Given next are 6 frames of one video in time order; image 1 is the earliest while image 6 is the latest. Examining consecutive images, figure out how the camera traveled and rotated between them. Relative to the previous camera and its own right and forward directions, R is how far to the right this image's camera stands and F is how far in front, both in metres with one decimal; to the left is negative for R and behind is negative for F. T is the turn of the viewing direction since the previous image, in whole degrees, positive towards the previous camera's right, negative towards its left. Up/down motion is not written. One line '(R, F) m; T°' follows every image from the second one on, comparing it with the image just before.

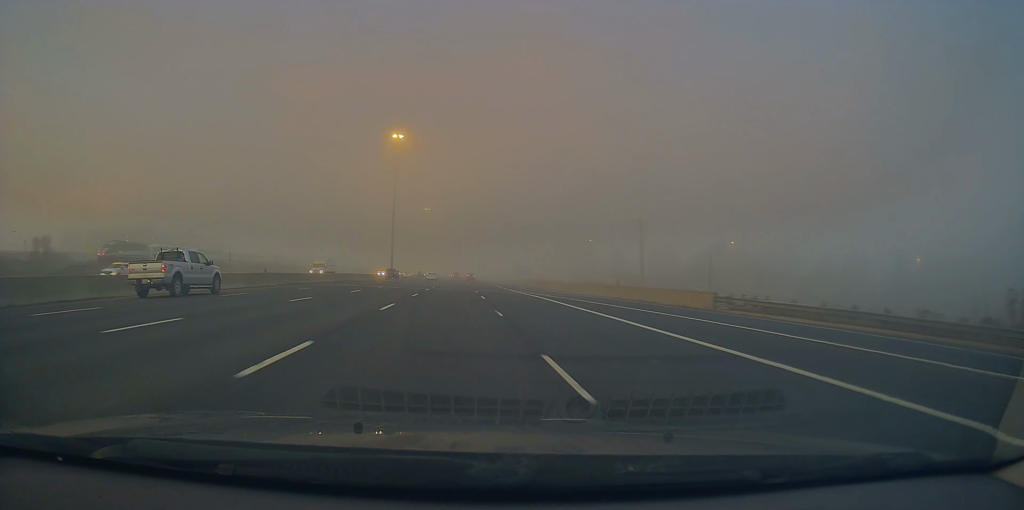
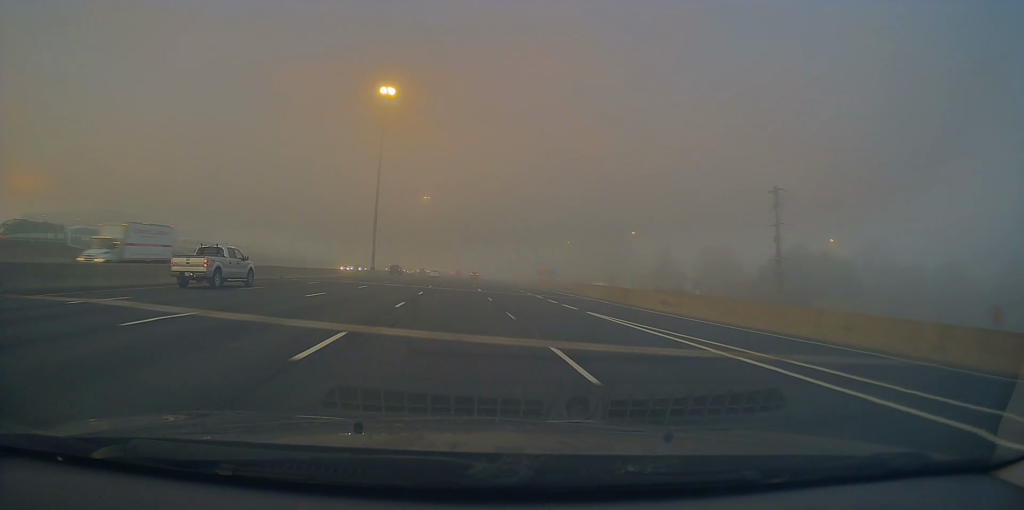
(0.0, +36.1) m; +1°
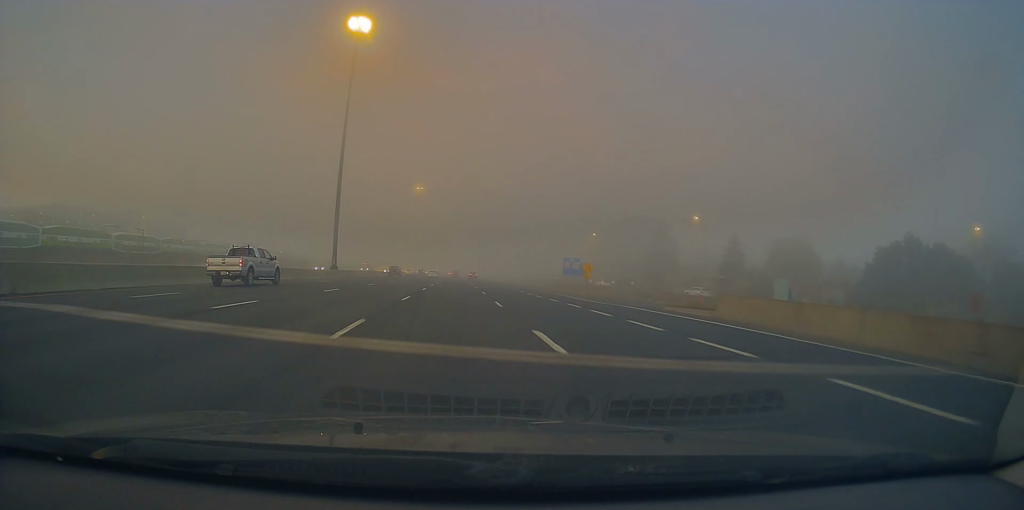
(+0.4, +33.2) m; 0°
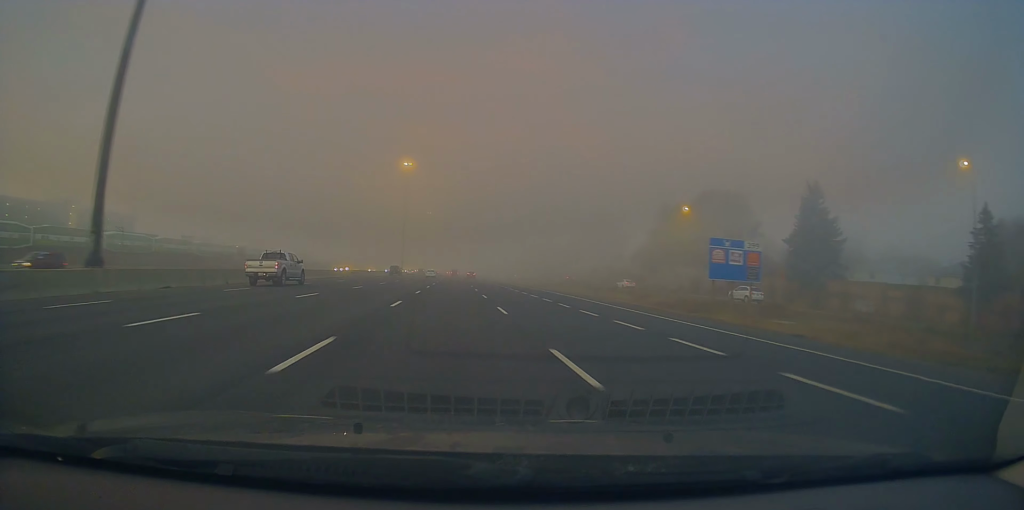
(-0.8, +56.6) m; -1°
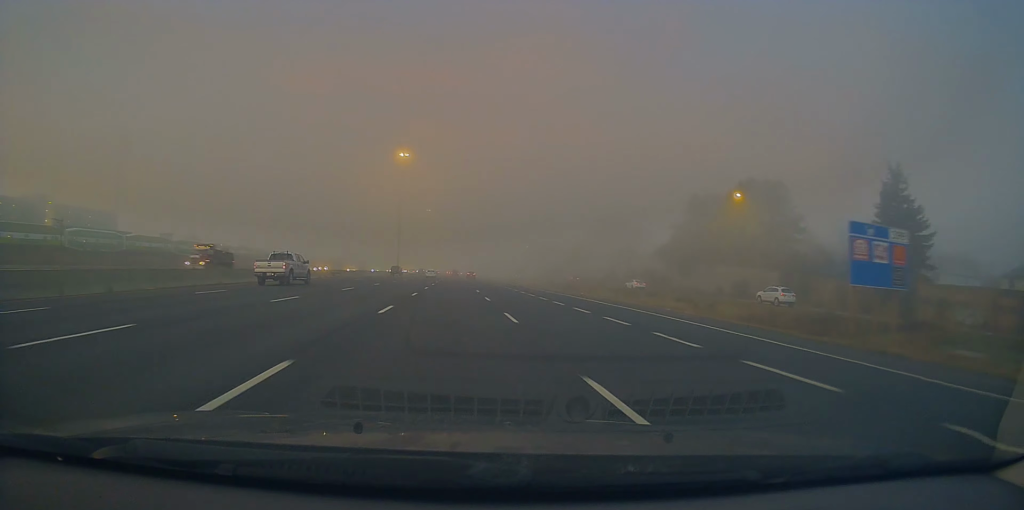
(0.0, +15.9) m; 0°
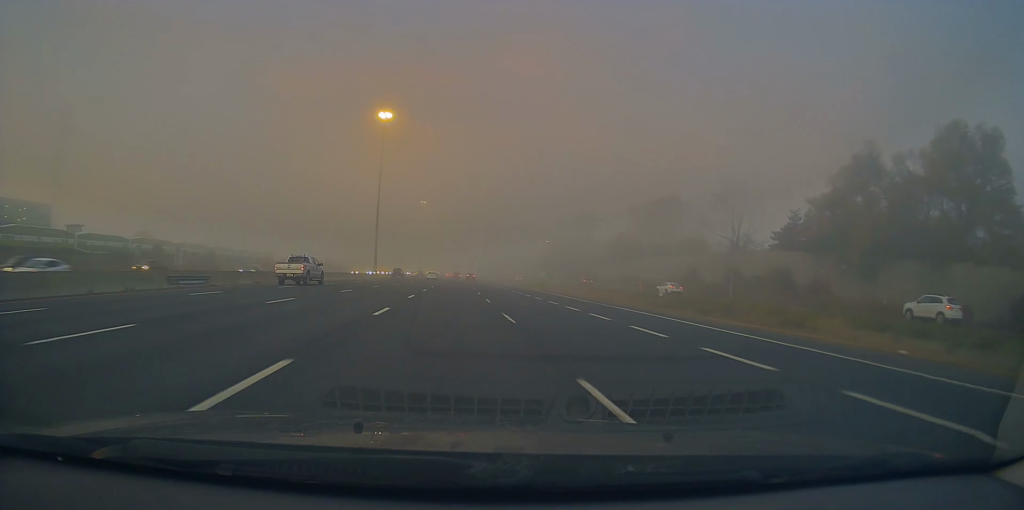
(+0.4, +43.6) m; +1°
